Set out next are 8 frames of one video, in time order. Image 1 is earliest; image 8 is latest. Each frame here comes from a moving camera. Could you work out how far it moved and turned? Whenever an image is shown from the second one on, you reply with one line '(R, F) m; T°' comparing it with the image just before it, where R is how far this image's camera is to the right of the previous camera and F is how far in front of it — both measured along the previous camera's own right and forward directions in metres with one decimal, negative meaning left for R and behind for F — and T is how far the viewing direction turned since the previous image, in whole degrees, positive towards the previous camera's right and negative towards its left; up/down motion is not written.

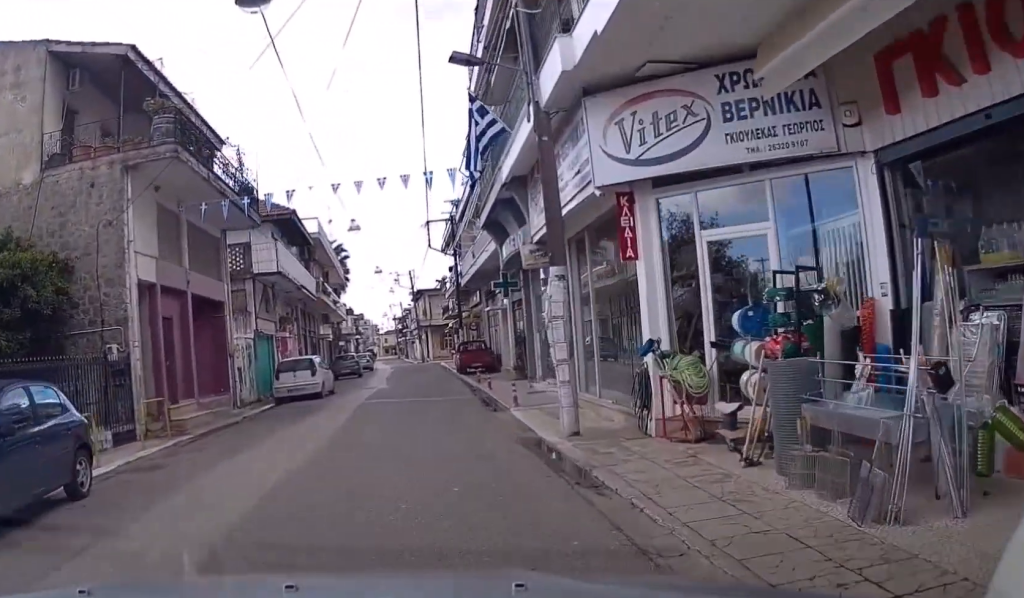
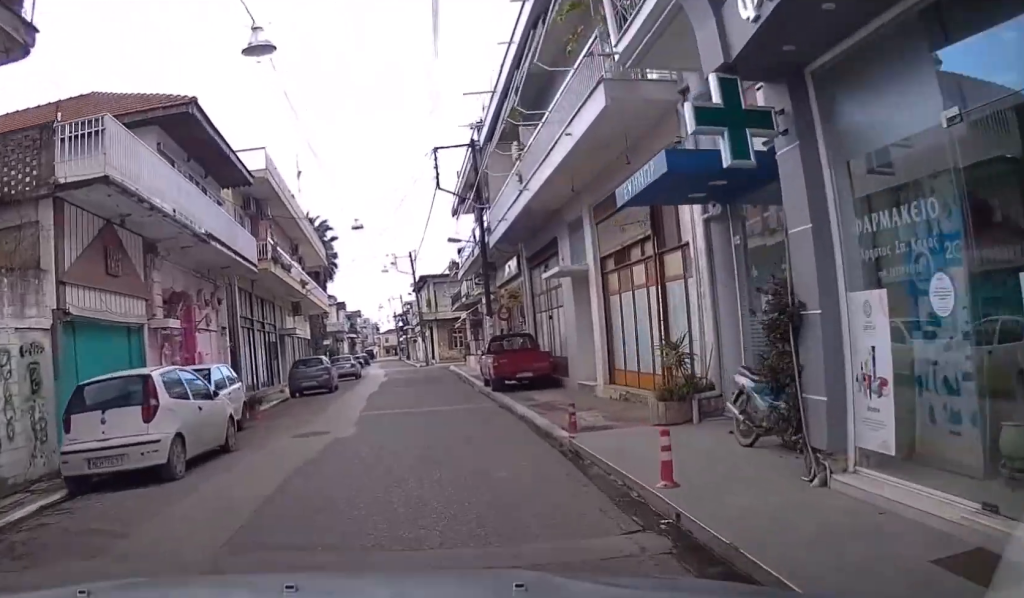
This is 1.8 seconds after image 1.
(+0.1, +14.6) m; 0°
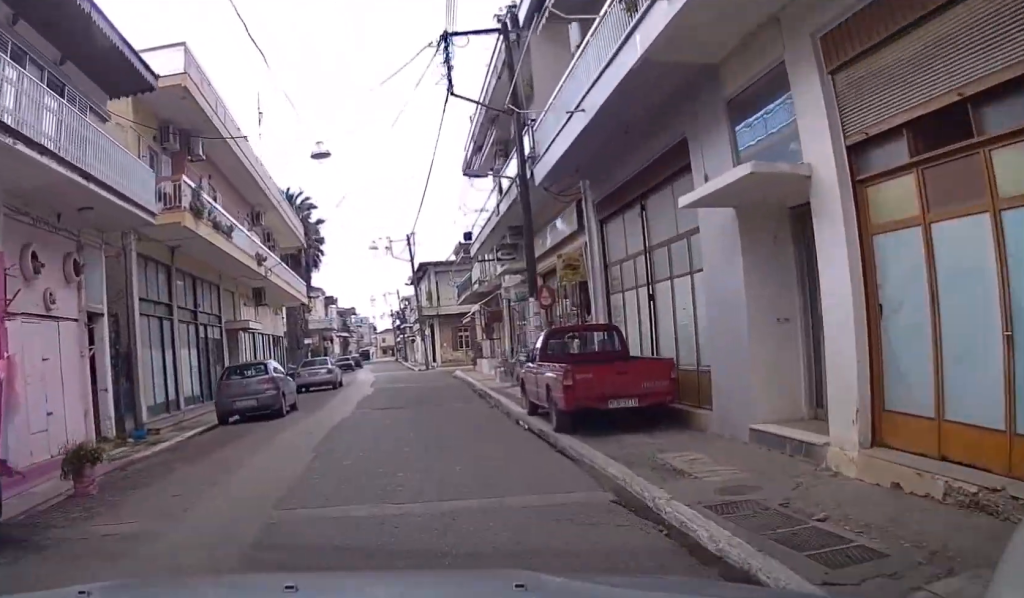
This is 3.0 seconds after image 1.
(+0.1, +9.7) m; -1°
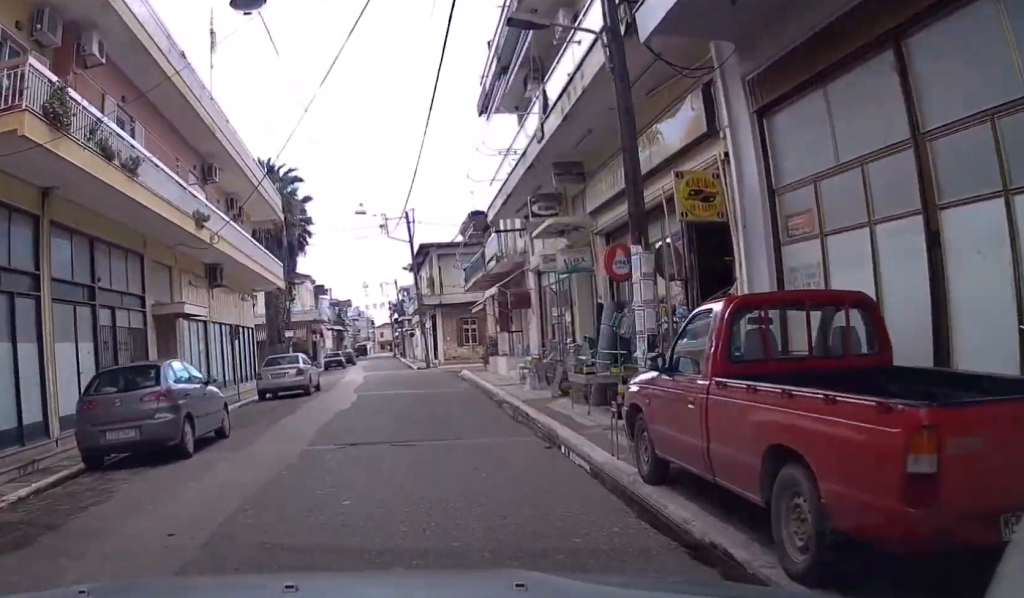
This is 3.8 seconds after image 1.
(-0.2, +7.3) m; 0°
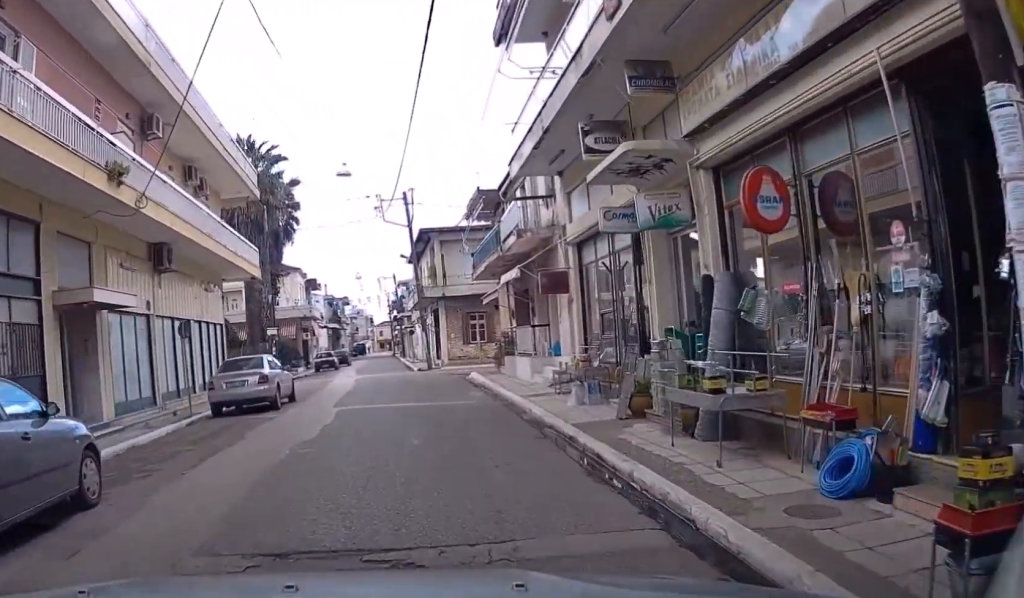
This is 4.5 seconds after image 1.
(0.0, +5.6) m; 0°
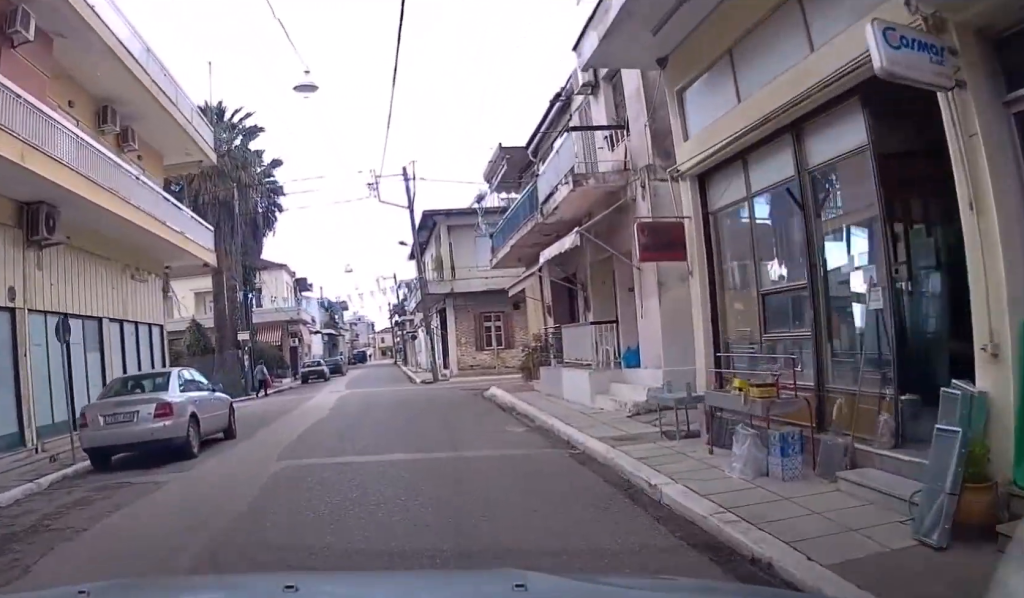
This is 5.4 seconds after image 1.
(+0.3, +7.2) m; 0°
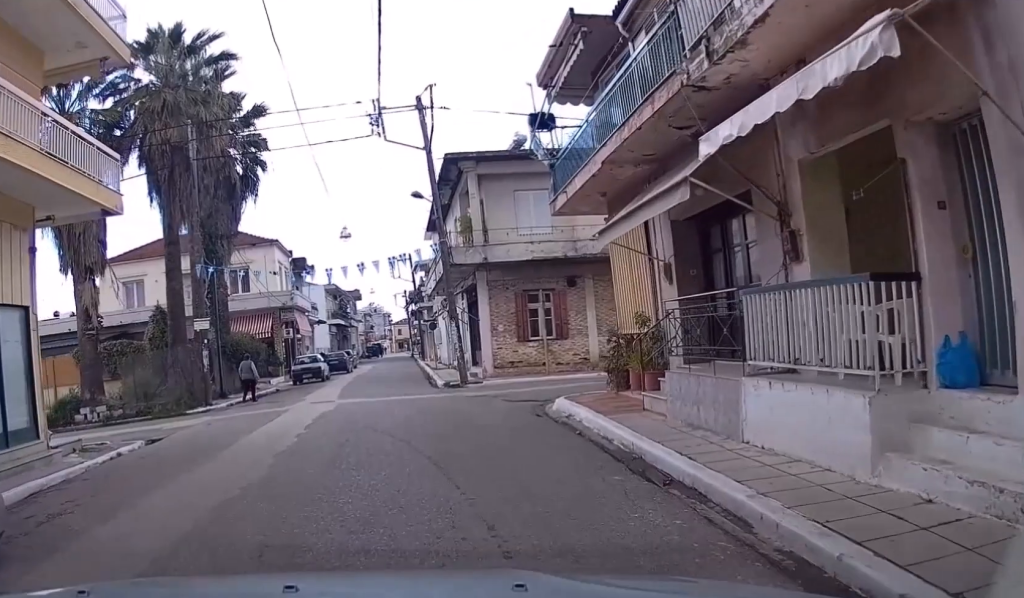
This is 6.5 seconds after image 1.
(-0.3, +8.9) m; -3°
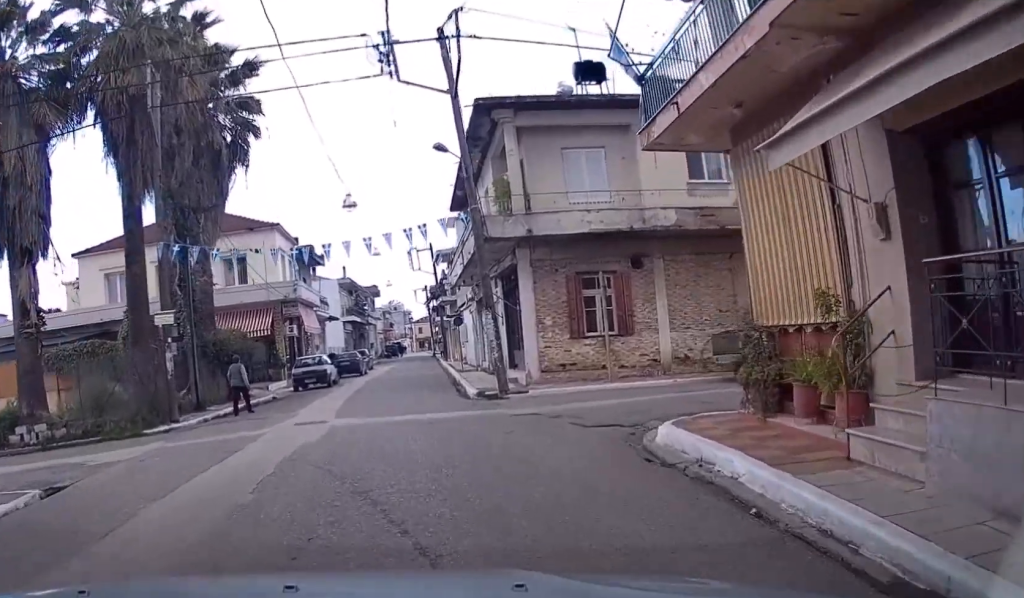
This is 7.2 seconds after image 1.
(-0.2, +5.8) m; 0°
